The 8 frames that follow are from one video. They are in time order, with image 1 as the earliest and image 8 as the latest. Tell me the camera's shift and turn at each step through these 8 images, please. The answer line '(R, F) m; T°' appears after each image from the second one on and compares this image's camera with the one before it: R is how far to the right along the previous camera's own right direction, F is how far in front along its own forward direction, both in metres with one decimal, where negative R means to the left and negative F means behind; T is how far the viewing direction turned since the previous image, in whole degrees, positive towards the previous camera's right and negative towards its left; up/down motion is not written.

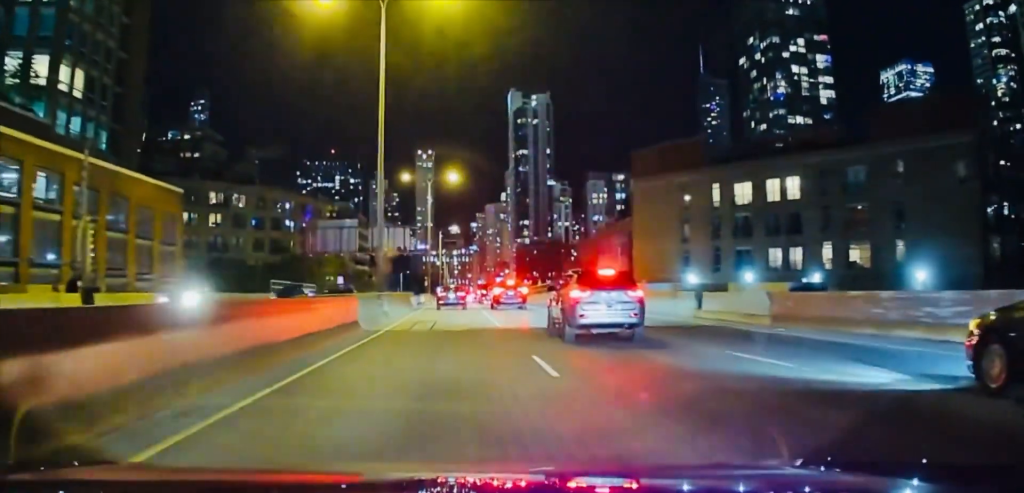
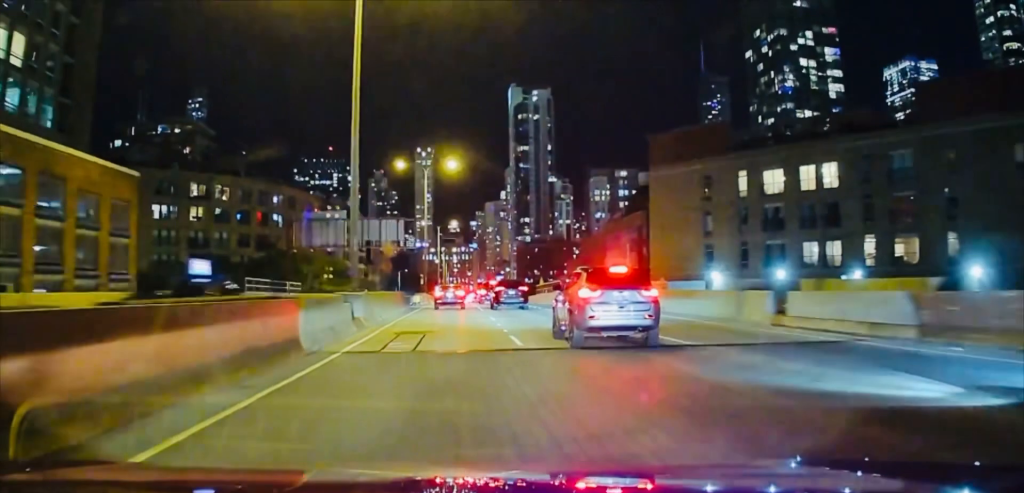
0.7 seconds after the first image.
(0.0, +9.5) m; 0°
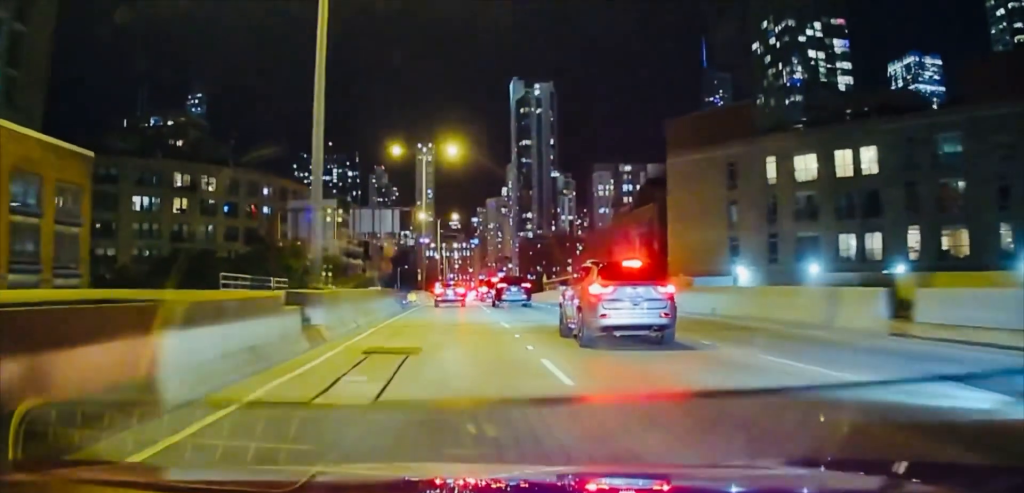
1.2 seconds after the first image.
(0.0, +7.1) m; -1°
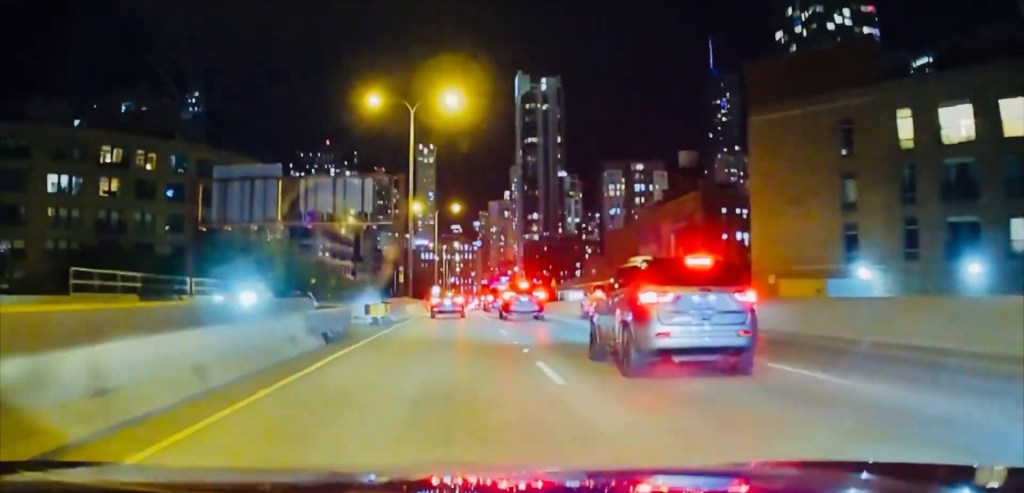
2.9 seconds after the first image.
(-0.6, +24.2) m; -1°
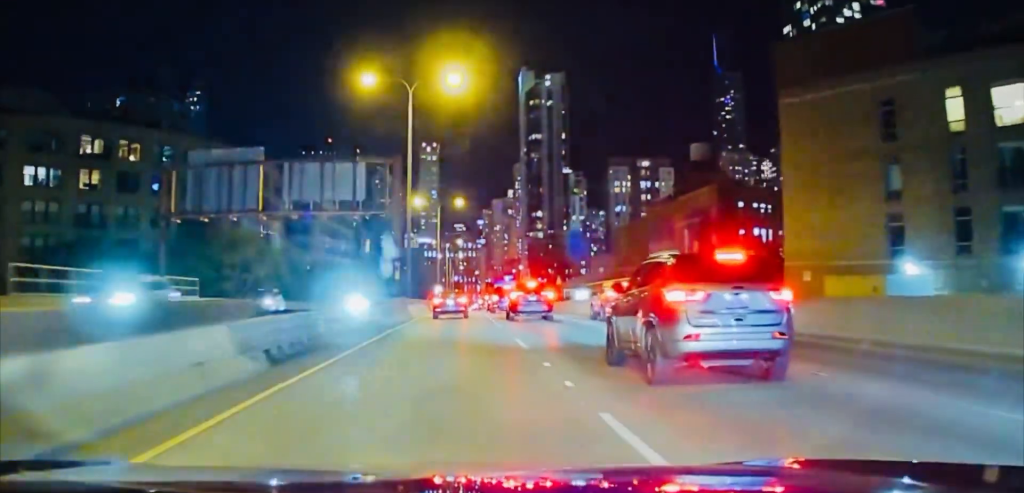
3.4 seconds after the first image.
(+0.2, +6.1) m; +1°
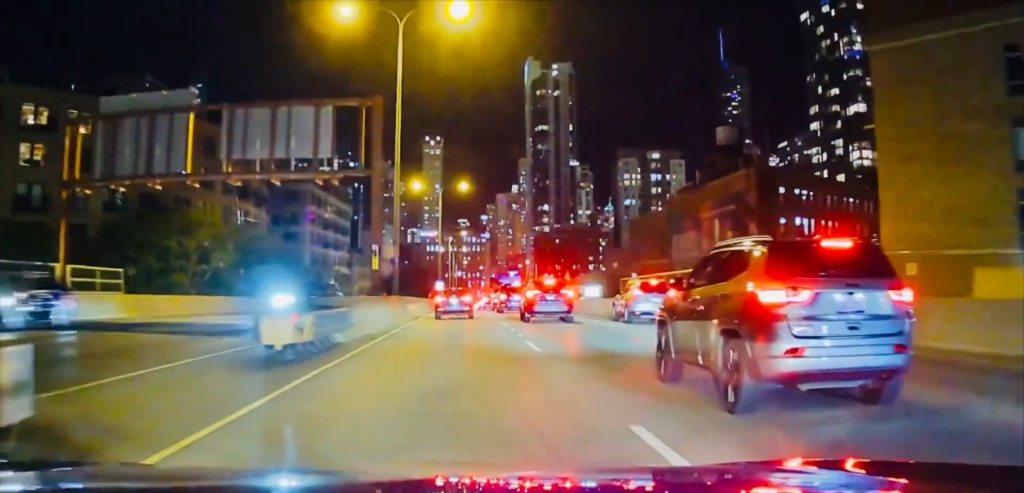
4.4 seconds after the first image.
(+0.2, +12.9) m; +1°
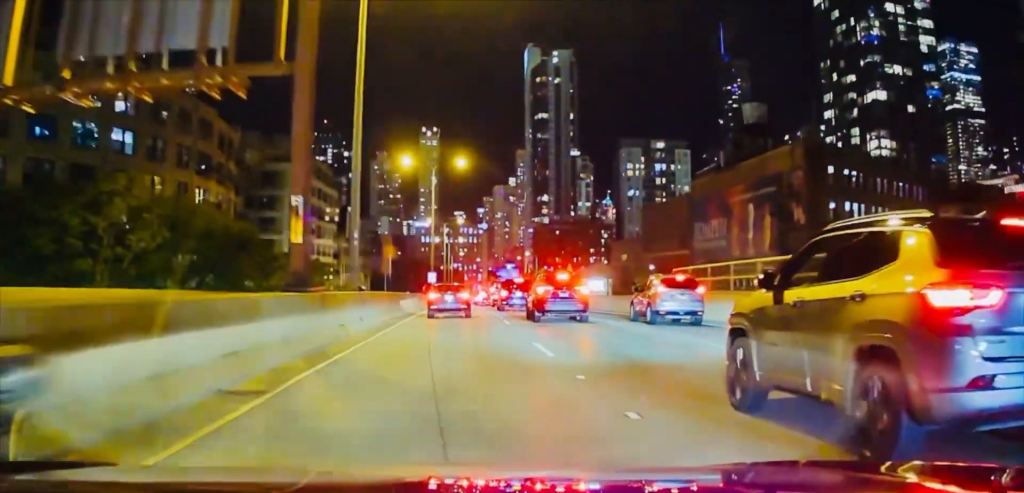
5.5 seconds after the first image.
(0.0, +14.3) m; -2°
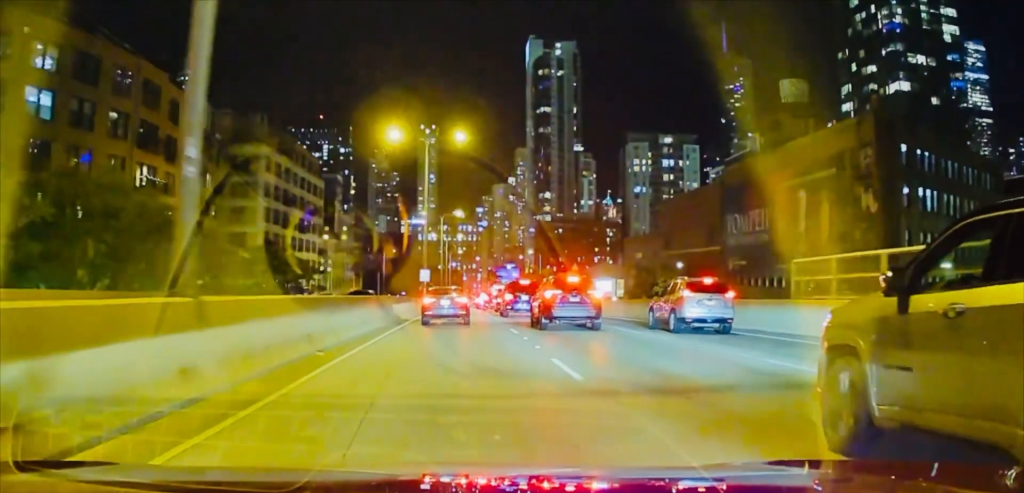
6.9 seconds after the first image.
(-0.5, +15.1) m; -3°
